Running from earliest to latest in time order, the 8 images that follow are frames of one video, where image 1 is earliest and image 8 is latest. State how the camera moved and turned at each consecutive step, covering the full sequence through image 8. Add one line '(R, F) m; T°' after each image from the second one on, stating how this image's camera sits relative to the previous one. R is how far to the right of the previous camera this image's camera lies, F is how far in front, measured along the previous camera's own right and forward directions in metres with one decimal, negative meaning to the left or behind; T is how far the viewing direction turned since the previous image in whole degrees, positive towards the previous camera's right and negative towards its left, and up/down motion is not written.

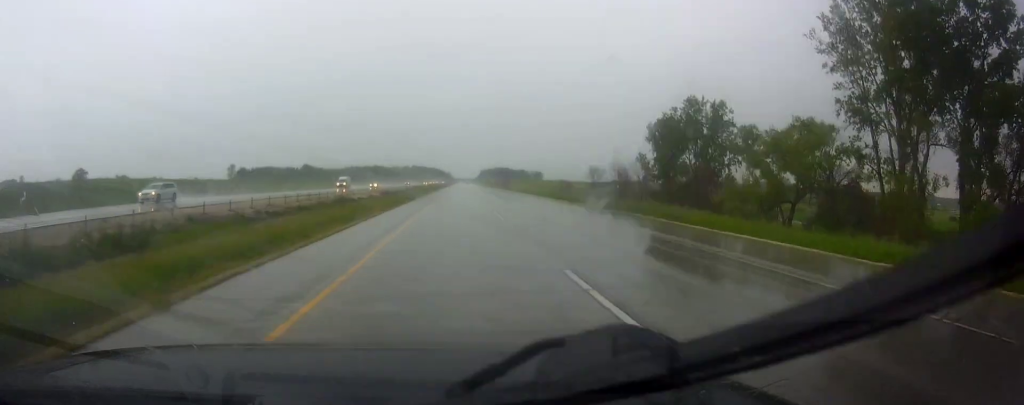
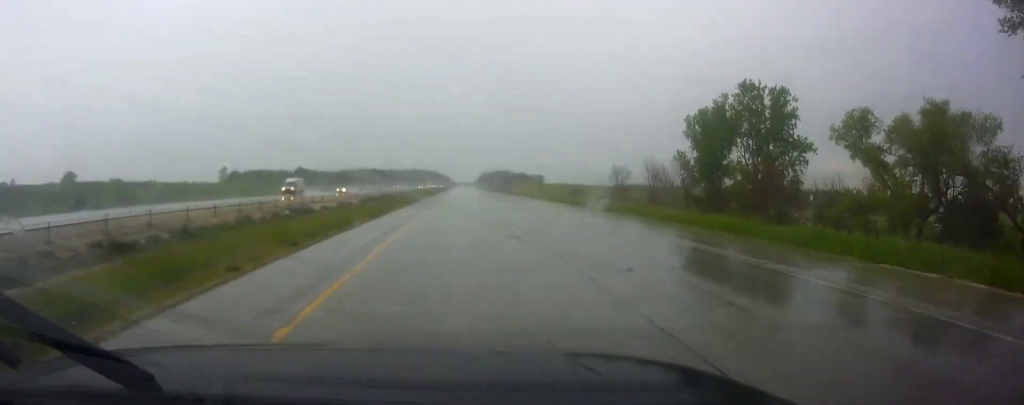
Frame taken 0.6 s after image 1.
(0.0, +21.1) m; 0°
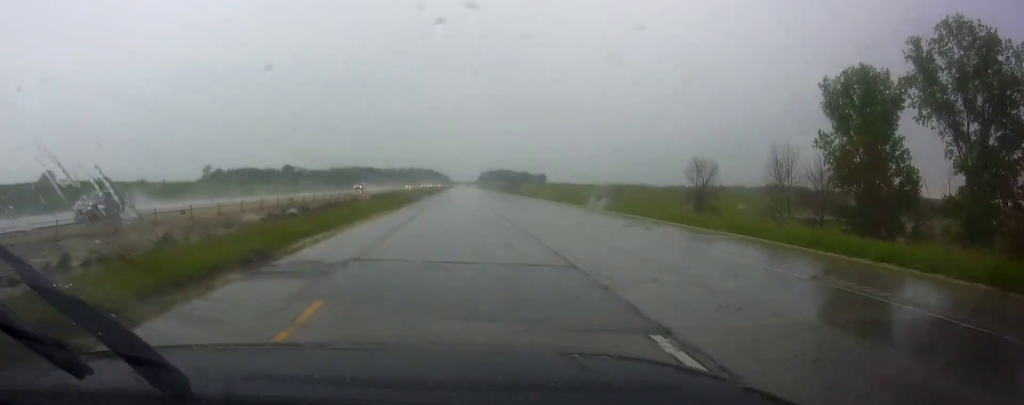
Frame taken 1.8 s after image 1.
(+0.6, +40.4) m; +1°
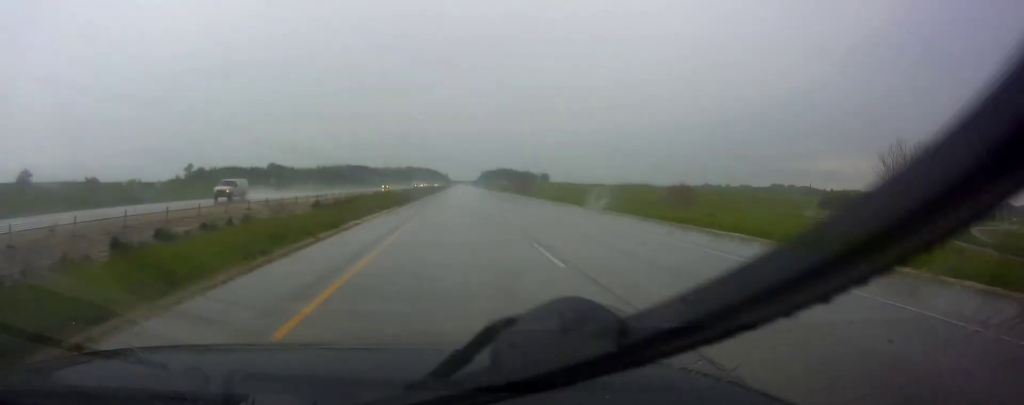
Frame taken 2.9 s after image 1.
(0.0, +39.8) m; 0°
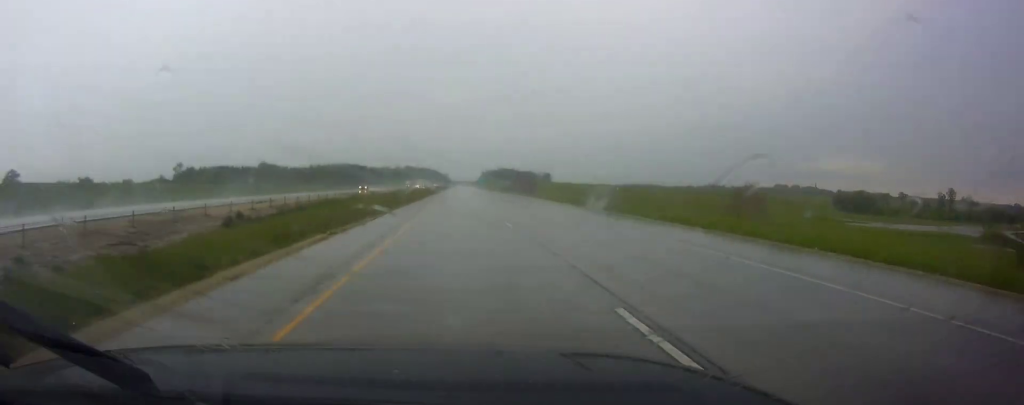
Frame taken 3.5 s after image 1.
(0.0, +22.8) m; 0°
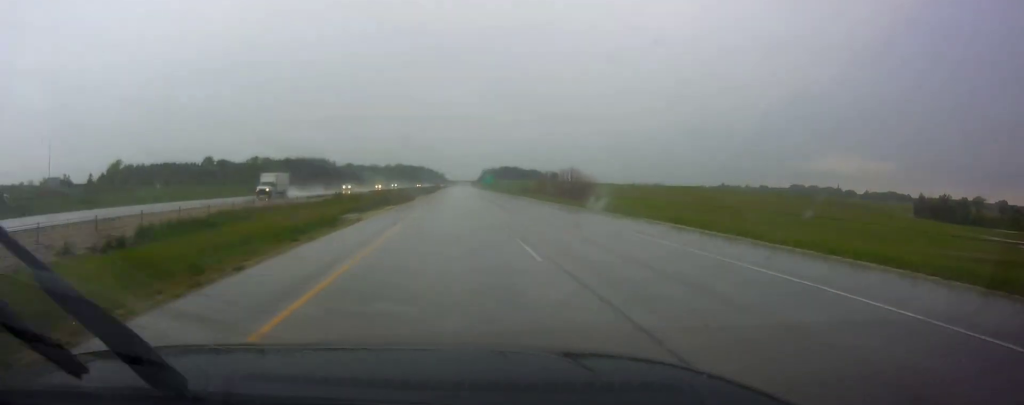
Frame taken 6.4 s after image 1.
(-0.9, +98.2) m; 0°
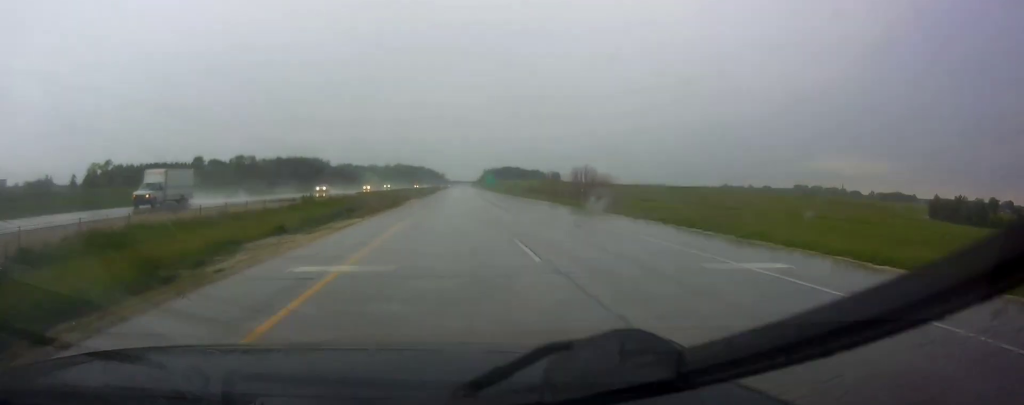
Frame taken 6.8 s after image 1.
(0.0, +15.8) m; 0°
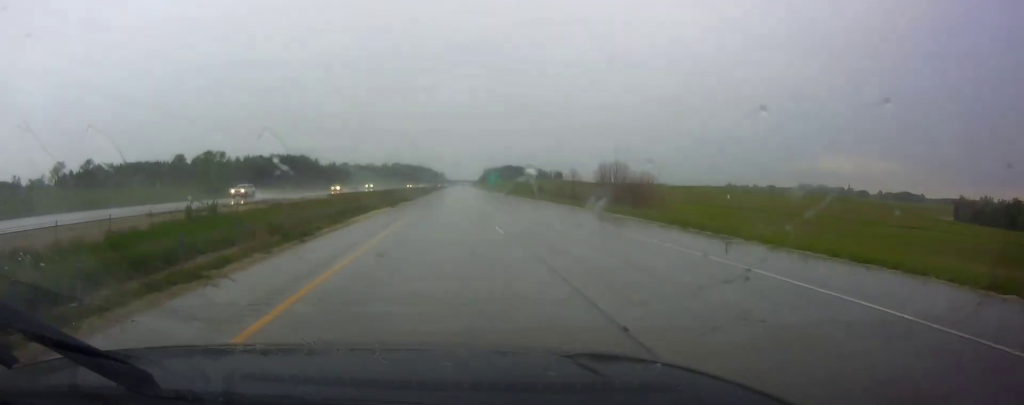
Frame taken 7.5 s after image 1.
(0.0, +24.5) m; 0°
